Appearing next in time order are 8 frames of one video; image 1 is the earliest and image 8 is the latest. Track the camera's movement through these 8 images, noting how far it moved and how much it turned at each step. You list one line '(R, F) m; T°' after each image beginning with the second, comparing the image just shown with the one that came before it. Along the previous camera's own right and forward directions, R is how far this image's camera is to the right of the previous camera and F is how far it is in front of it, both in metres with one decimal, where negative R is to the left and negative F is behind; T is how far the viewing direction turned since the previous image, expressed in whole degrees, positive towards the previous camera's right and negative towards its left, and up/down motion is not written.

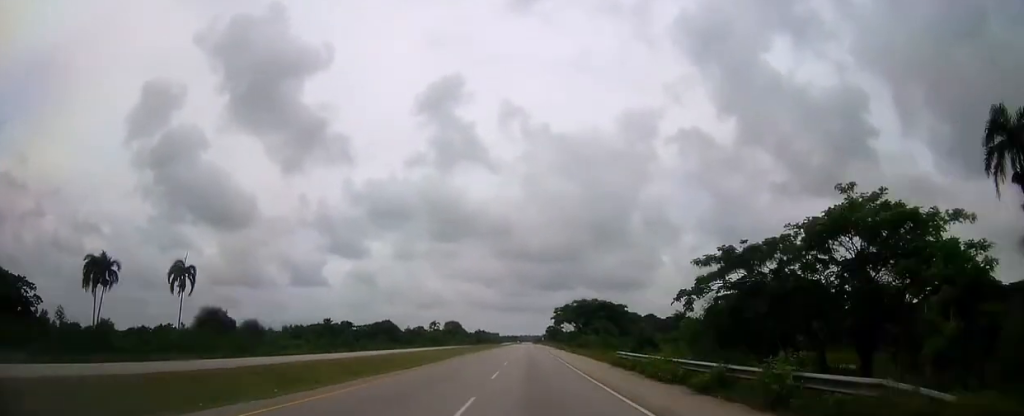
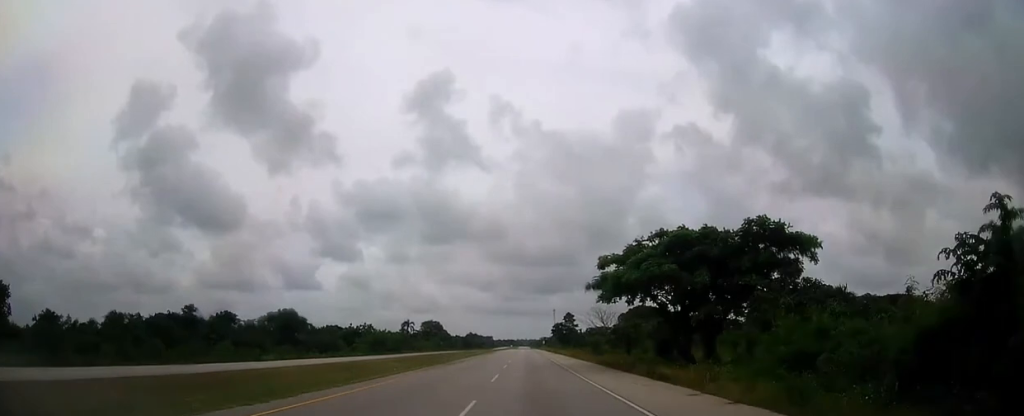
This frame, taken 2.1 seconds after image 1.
(+0.1, +60.7) m; 0°
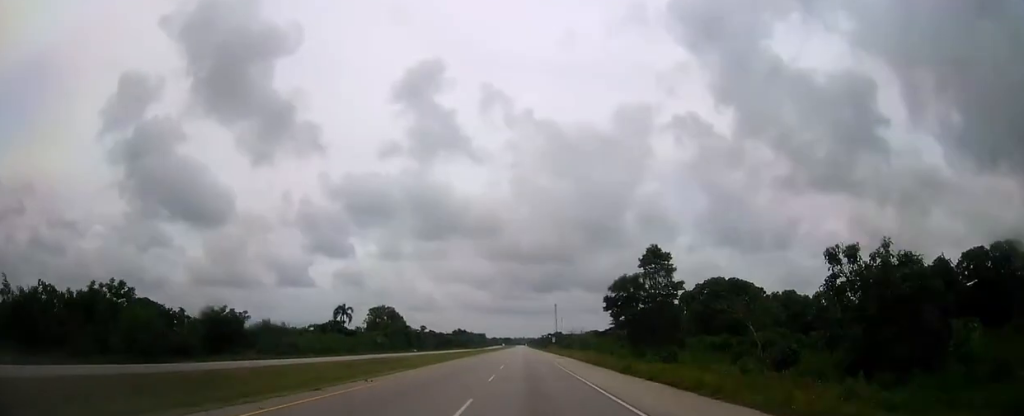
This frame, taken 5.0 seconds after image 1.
(+0.1, +83.6) m; 0°
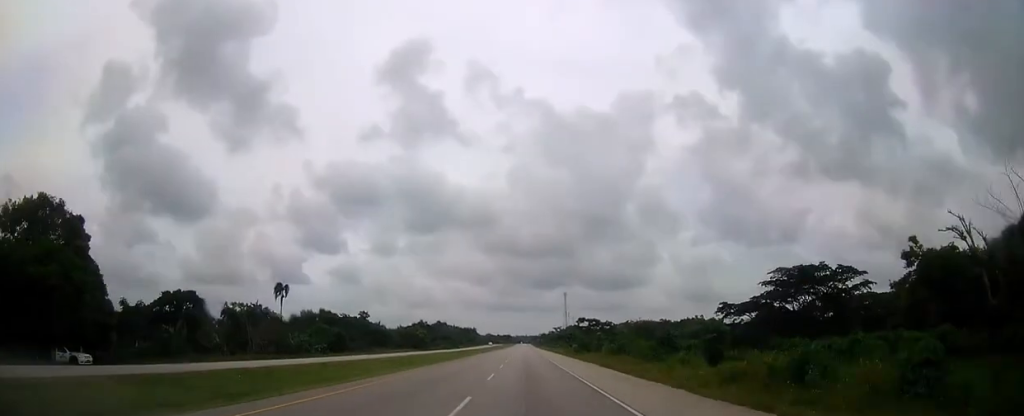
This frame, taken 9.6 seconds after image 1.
(0.0, +132.3) m; 0°
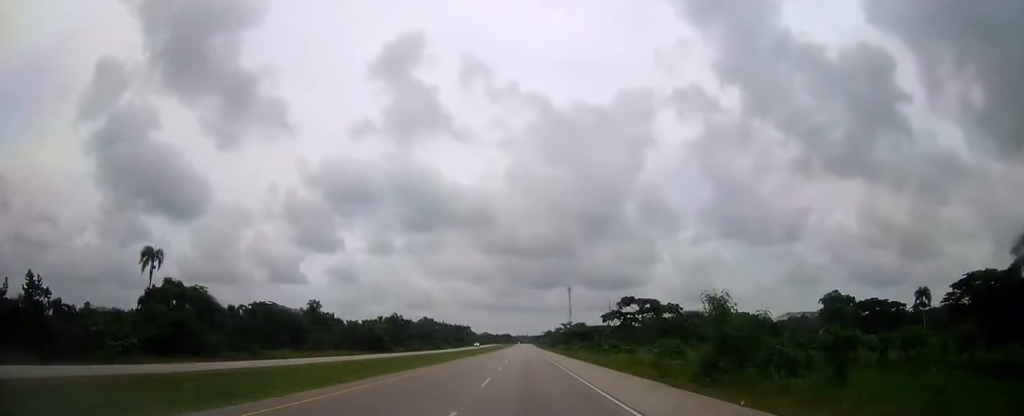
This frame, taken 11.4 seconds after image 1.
(0.0, +51.7) m; 0°
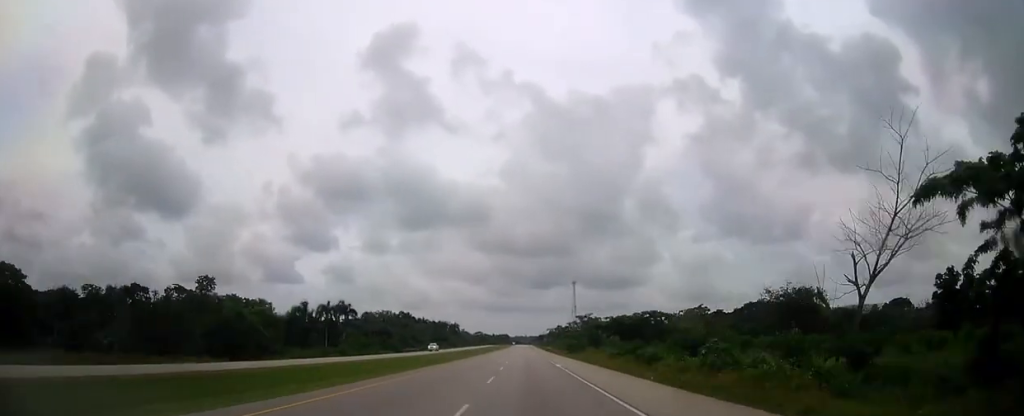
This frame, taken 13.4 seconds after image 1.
(0.0, +58.4) m; 0°
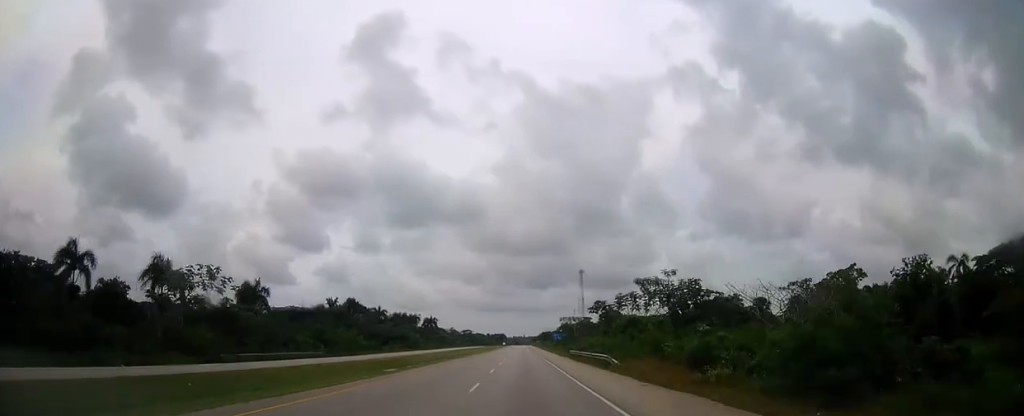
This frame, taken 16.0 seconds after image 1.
(+0.1, +75.6) m; 0°
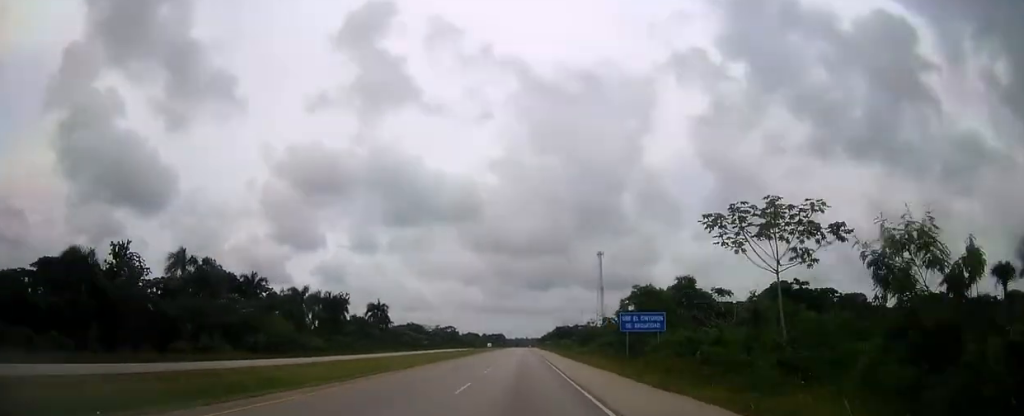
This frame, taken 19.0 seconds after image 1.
(0.0, +88.4) m; 0°
